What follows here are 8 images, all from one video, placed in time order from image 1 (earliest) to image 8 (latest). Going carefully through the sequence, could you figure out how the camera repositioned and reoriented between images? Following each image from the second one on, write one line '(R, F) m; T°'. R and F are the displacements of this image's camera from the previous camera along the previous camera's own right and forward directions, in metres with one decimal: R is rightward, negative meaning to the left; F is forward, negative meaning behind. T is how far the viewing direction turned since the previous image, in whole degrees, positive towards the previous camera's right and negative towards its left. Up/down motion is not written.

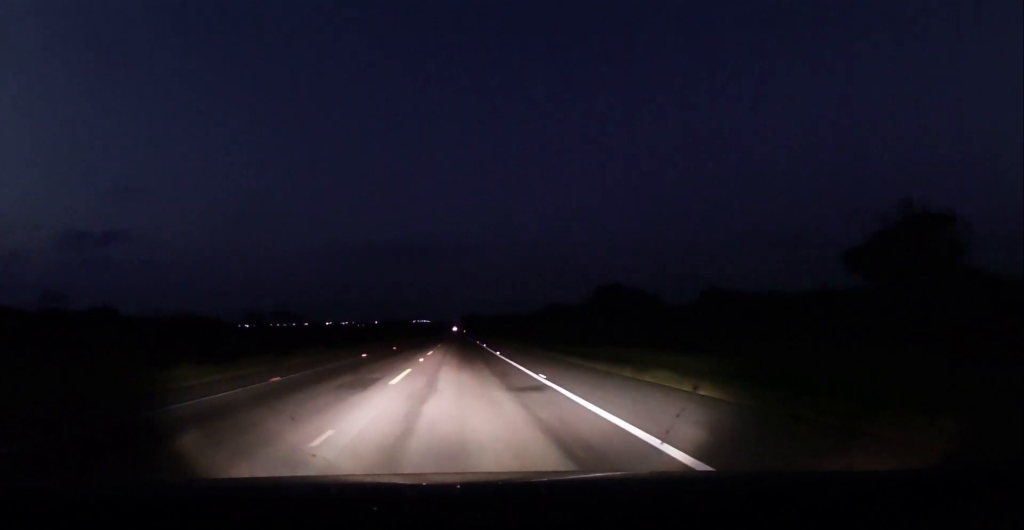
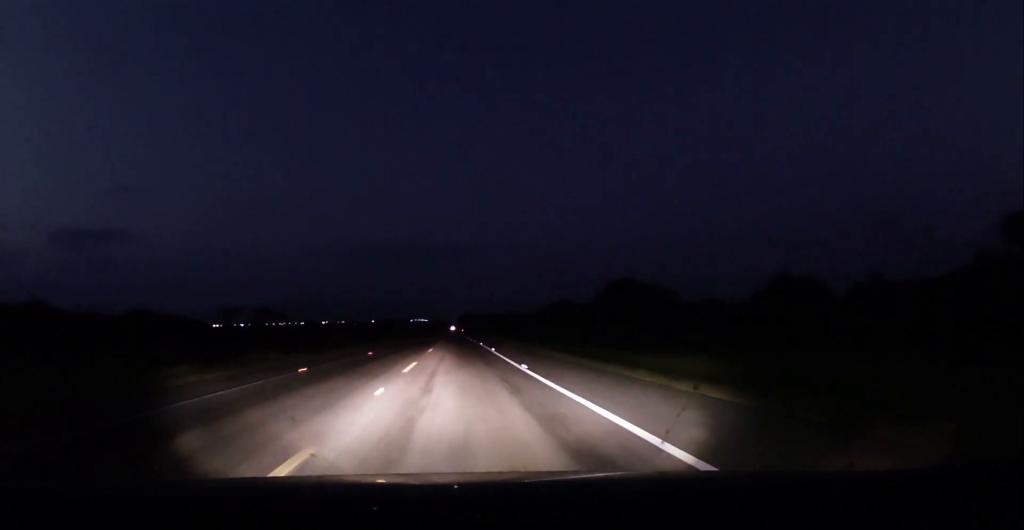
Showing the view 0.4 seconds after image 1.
(-0.1, +14.3) m; 0°
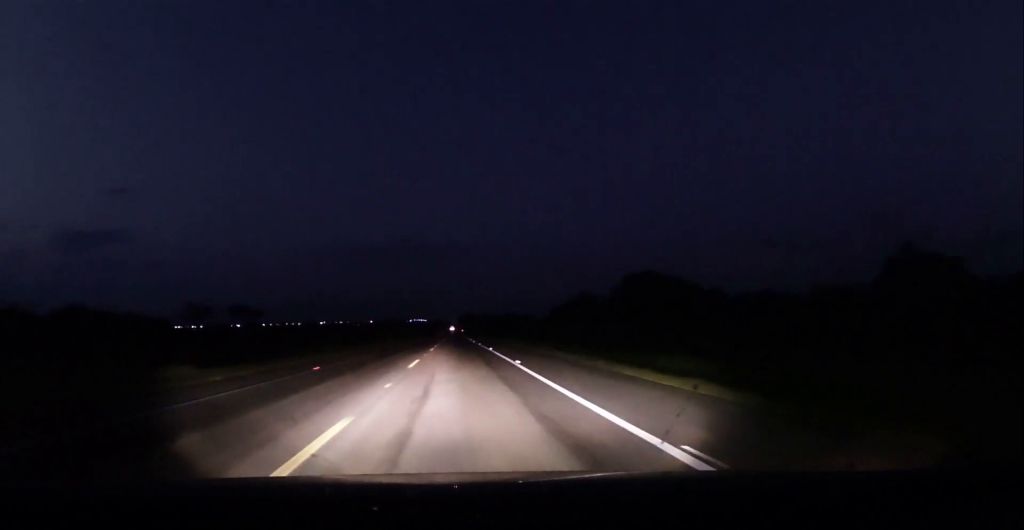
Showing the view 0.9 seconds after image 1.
(+0.4, +15.3) m; 0°
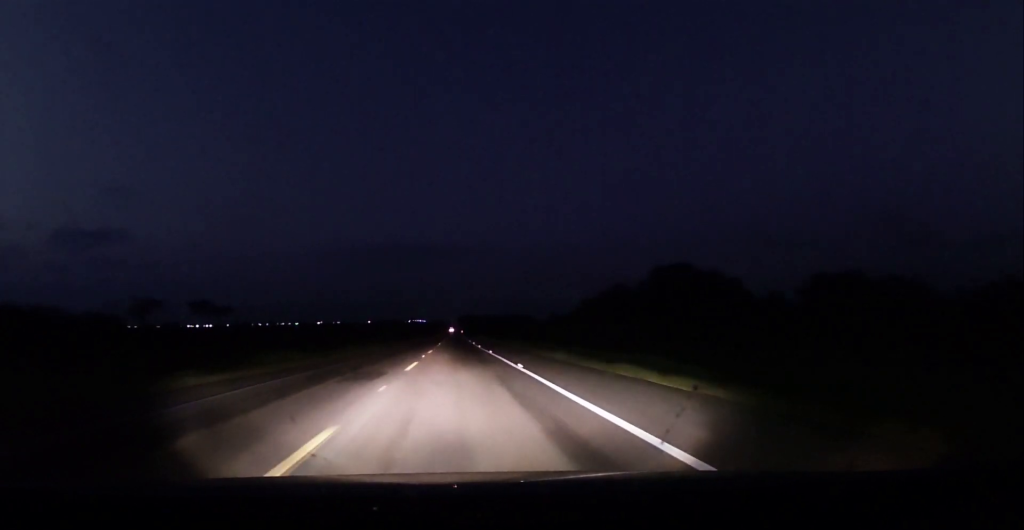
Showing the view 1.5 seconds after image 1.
(+0.2, +18.6) m; 0°
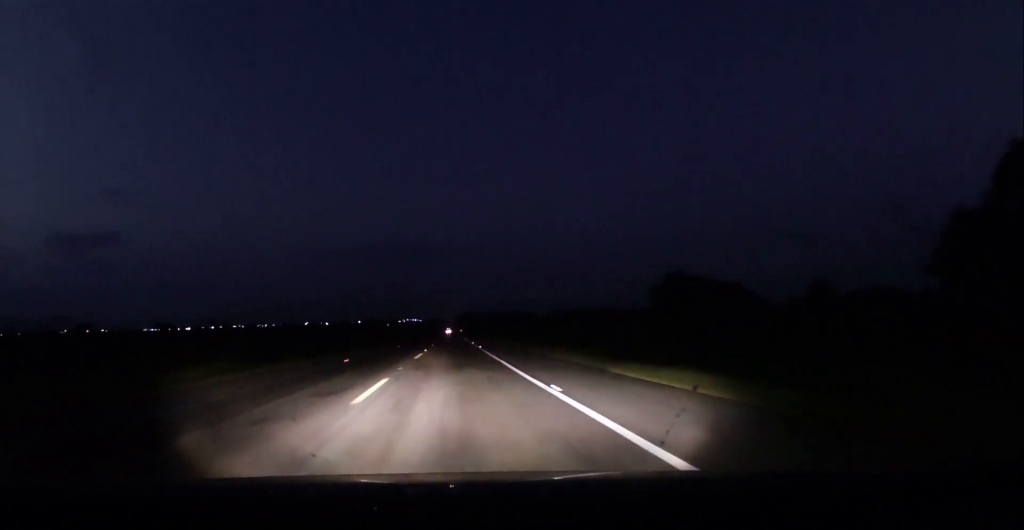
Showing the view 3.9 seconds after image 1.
(-0.3, +79.7) m; 0°
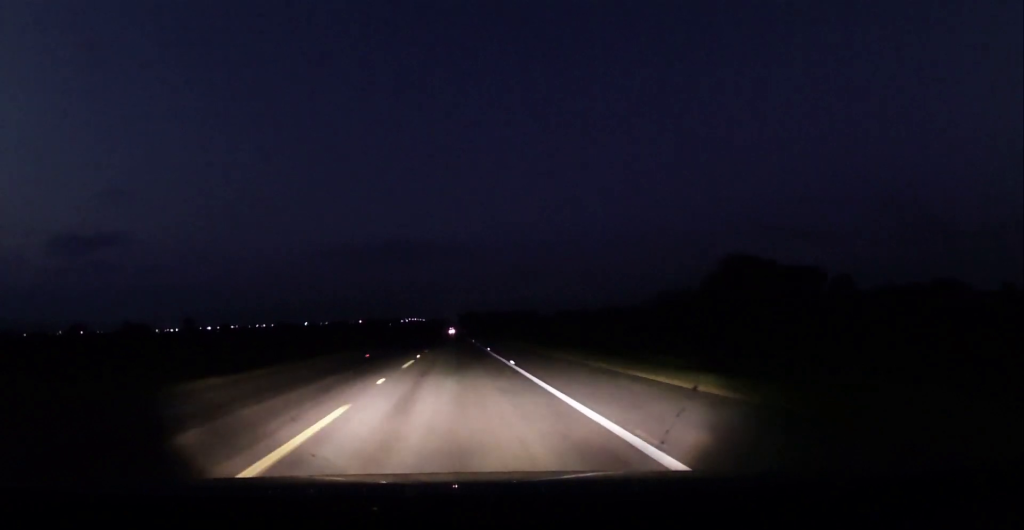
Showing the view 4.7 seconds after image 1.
(0.0, +25.2) m; 0°
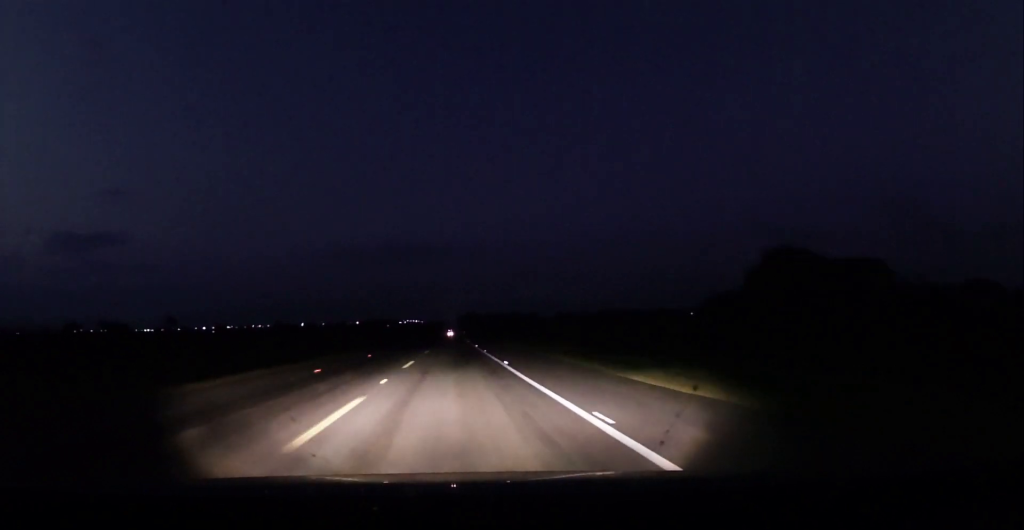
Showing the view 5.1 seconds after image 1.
(0.0, +14.2) m; 0°
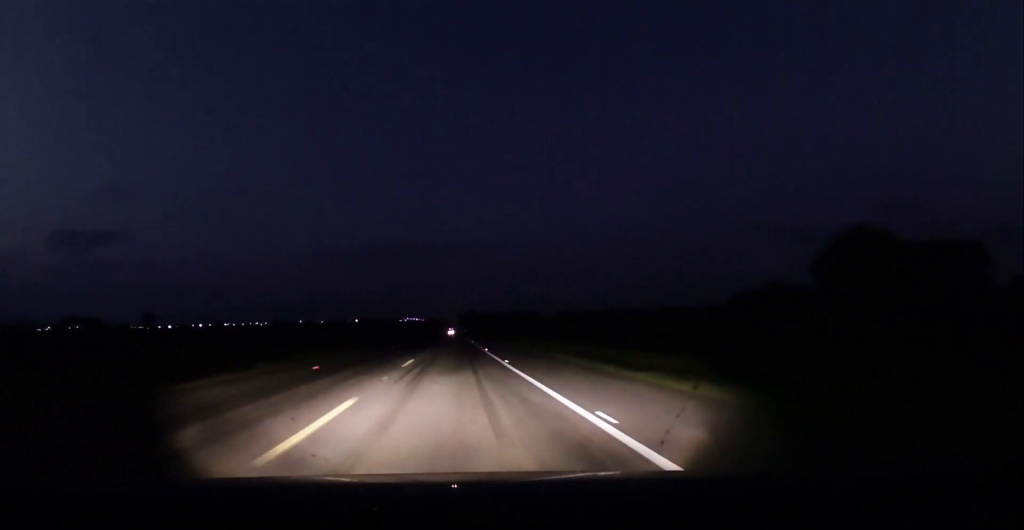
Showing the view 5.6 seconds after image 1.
(0.0, +16.5) m; 0°
